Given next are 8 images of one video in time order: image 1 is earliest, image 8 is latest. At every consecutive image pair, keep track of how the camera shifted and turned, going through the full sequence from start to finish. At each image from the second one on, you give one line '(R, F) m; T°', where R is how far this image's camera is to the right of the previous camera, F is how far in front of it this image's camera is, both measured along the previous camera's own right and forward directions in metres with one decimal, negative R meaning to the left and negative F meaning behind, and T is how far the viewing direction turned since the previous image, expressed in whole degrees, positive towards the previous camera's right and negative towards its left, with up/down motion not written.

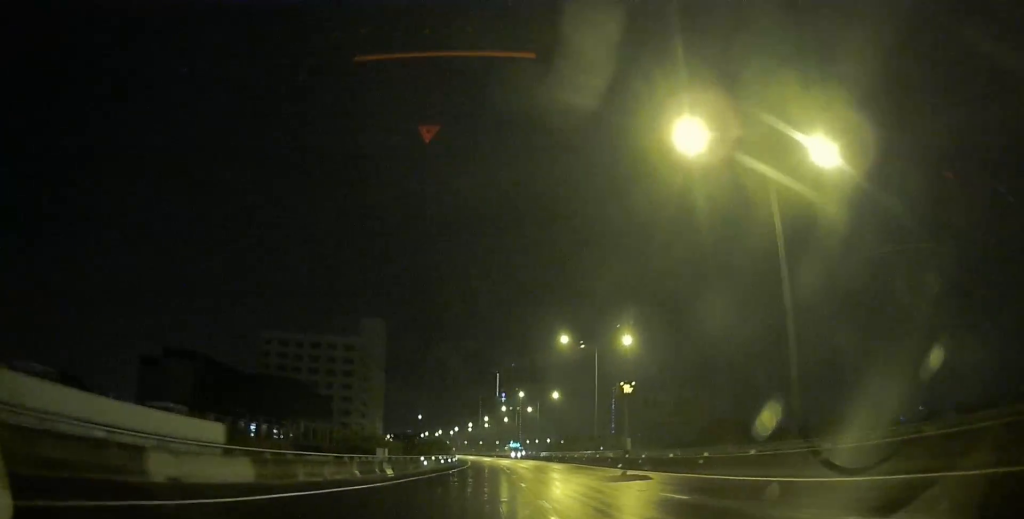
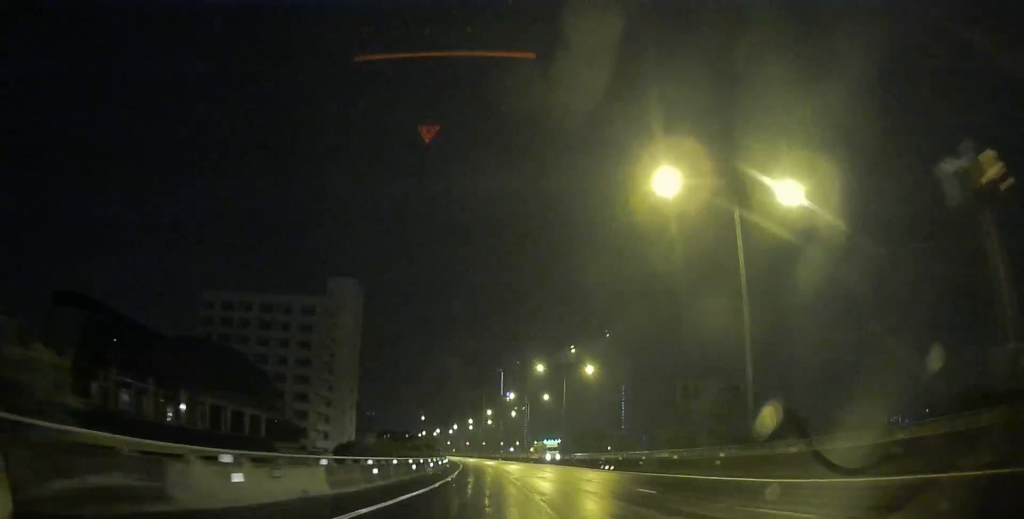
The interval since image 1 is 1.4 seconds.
(-0.3, +33.5) m; -1°
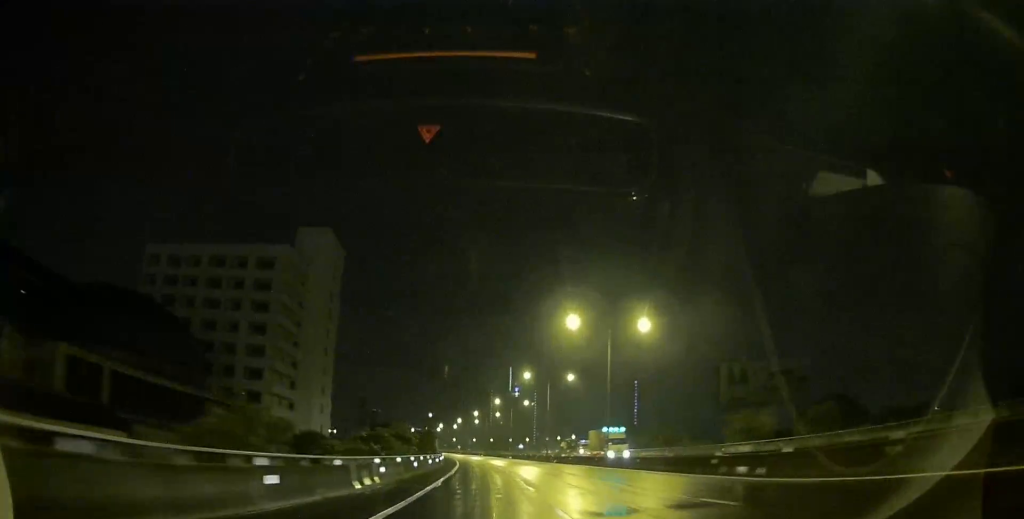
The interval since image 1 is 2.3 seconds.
(0.0, +23.8) m; -1°
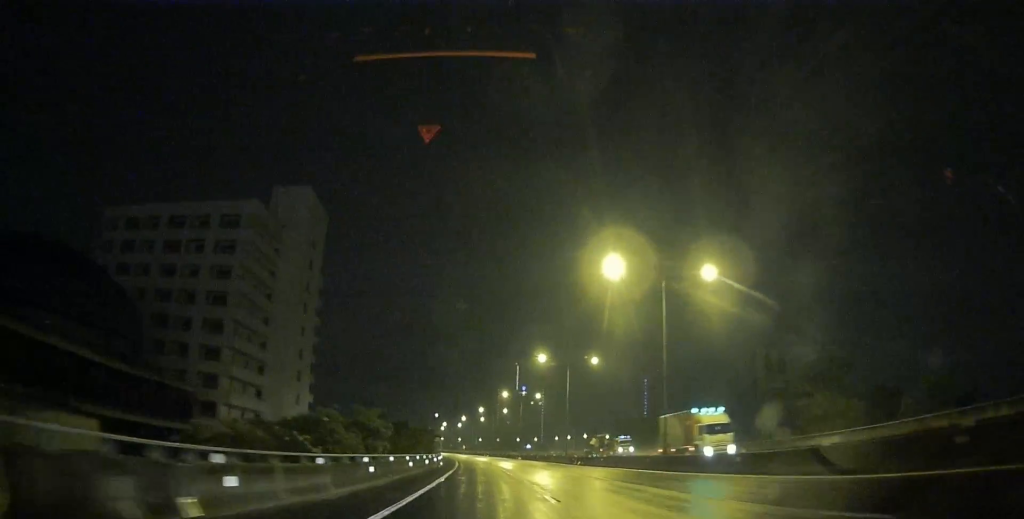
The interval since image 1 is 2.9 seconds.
(-0.1, +14.1) m; -1°
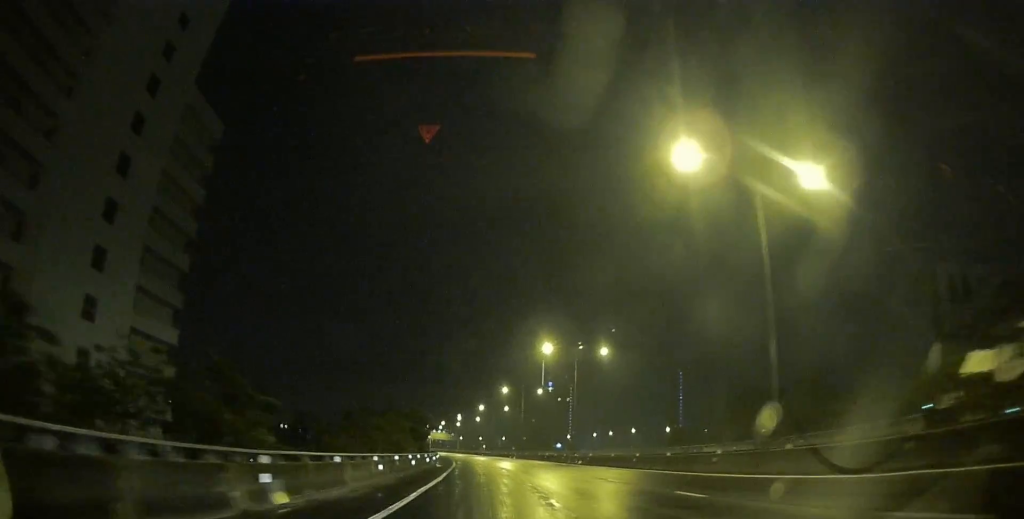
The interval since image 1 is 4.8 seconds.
(-1.1, +46.8) m; -3°
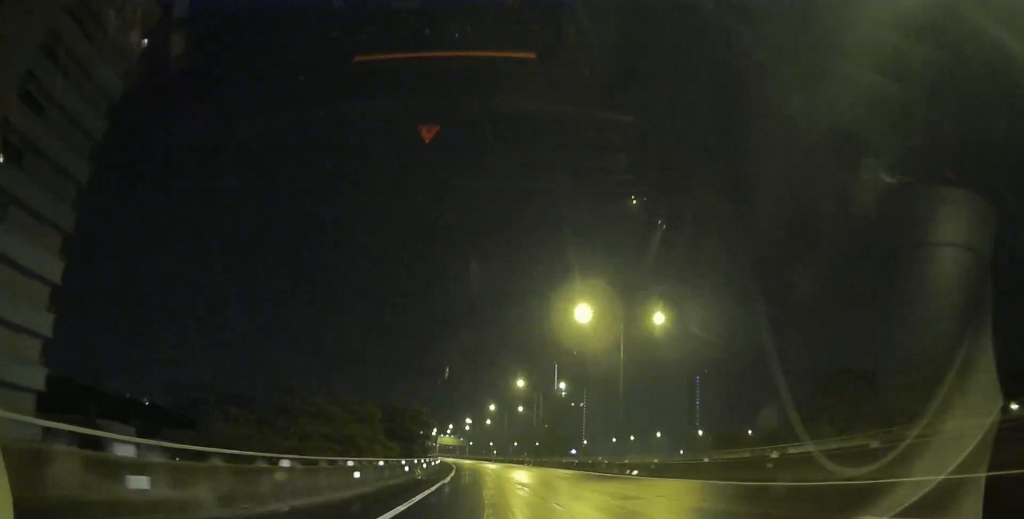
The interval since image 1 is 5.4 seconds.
(-0.3, +17.2) m; -1°
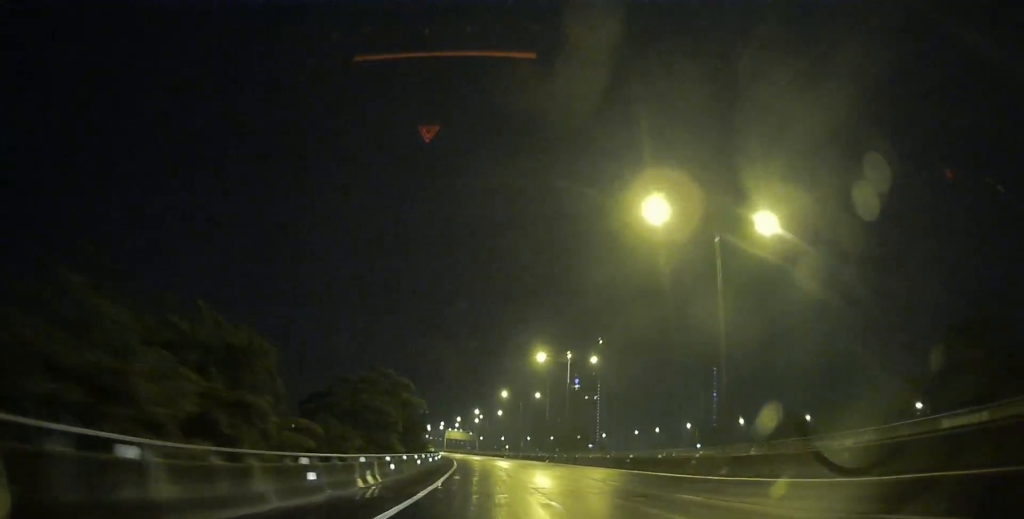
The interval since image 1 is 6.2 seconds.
(0.0, +18.2) m; -1°
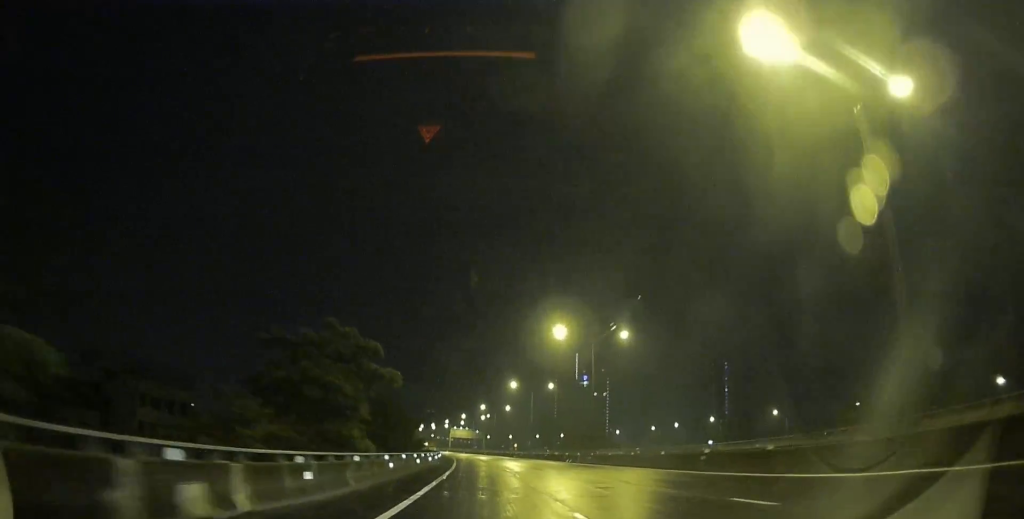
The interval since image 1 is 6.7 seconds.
(0.0, +12.7) m; -1°
